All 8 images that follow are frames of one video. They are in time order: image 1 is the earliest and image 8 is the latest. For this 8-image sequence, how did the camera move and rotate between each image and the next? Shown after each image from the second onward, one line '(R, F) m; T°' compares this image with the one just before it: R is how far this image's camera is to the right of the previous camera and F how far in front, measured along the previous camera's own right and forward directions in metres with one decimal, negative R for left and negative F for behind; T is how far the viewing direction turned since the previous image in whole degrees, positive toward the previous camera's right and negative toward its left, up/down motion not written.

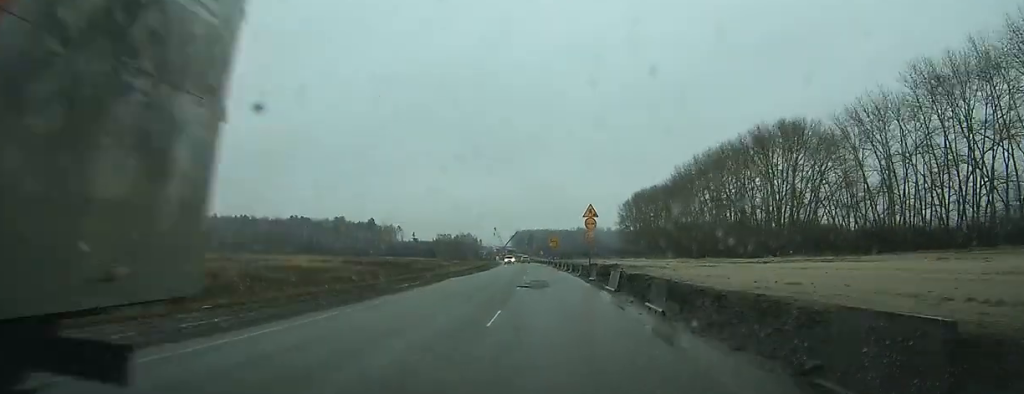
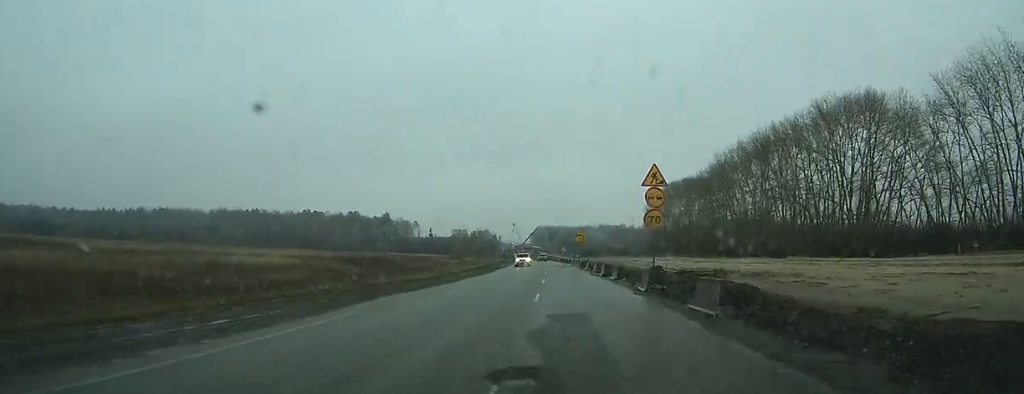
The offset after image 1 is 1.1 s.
(-0.3, +17.9) m; -1°
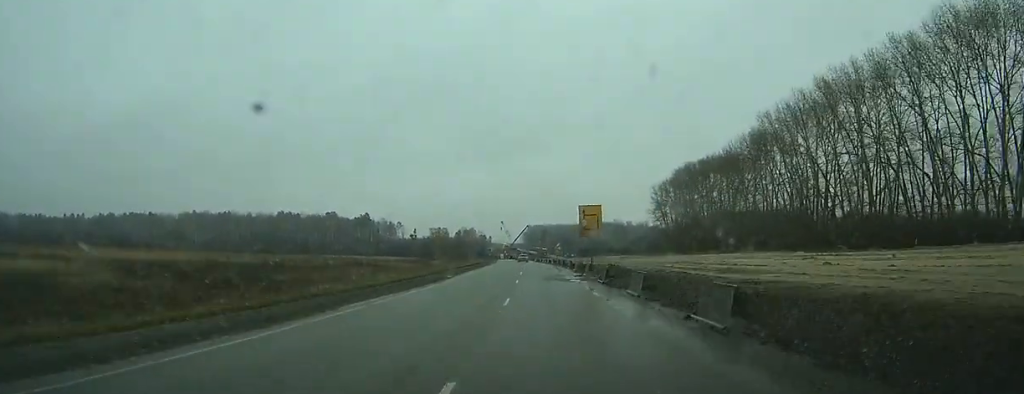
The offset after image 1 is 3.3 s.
(-0.4, +37.4) m; -1°
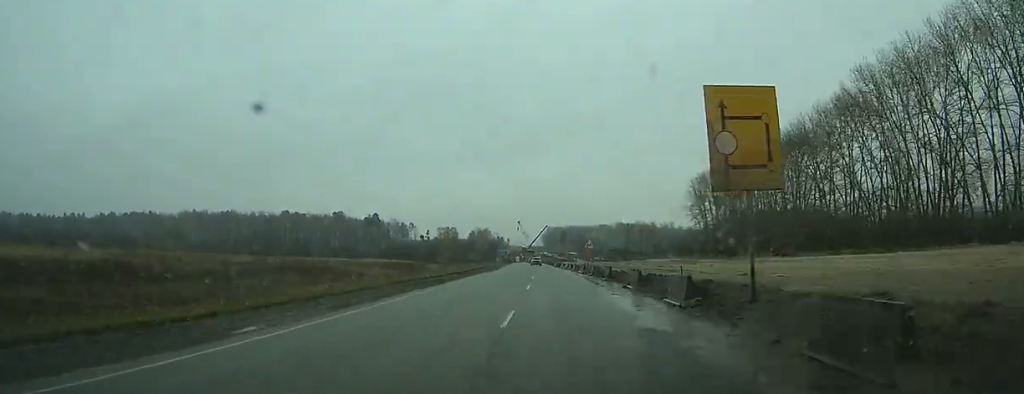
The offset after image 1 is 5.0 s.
(-0.2, +27.6) m; -1°
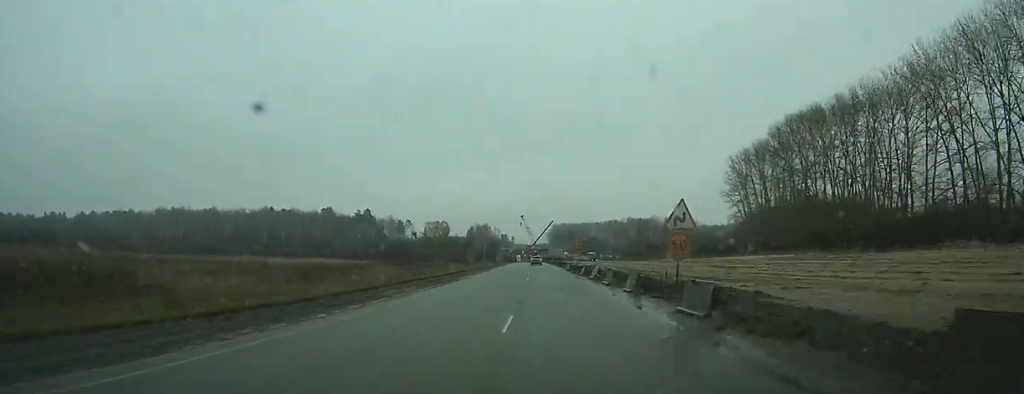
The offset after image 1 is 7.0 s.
(-0.2, +35.4) m; -1°
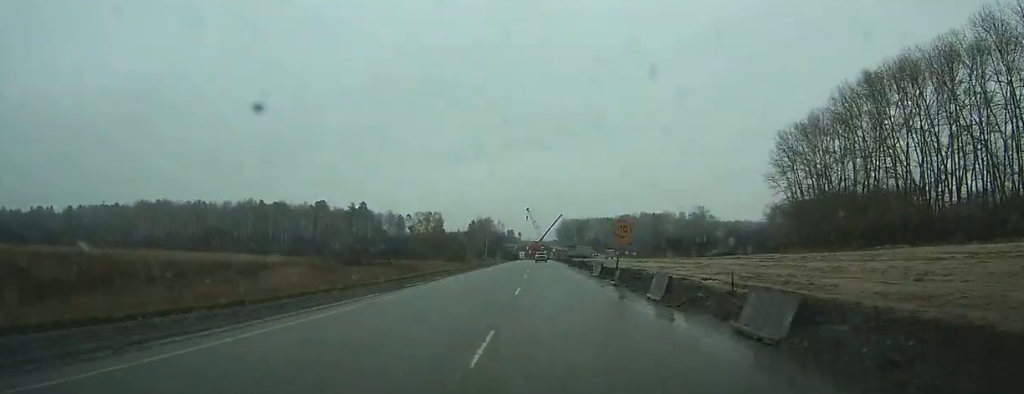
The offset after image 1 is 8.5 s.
(-0.1, +27.5) m; -1°
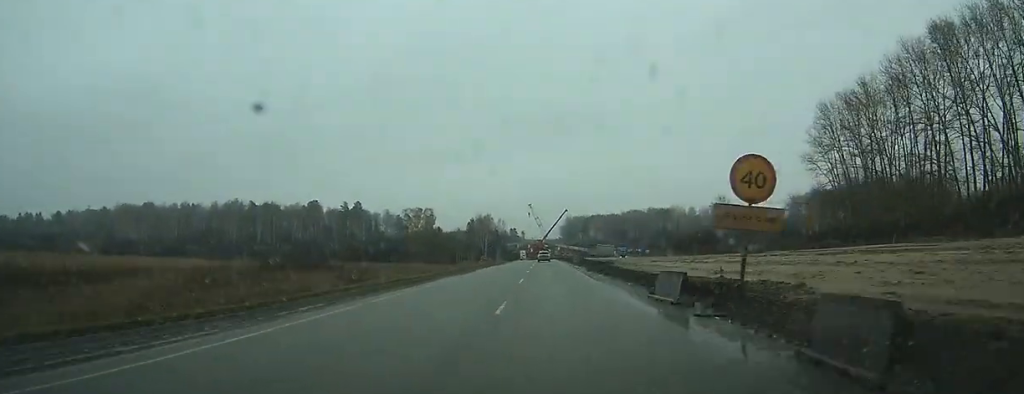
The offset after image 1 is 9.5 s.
(-0.1, +18.9) m; -1°
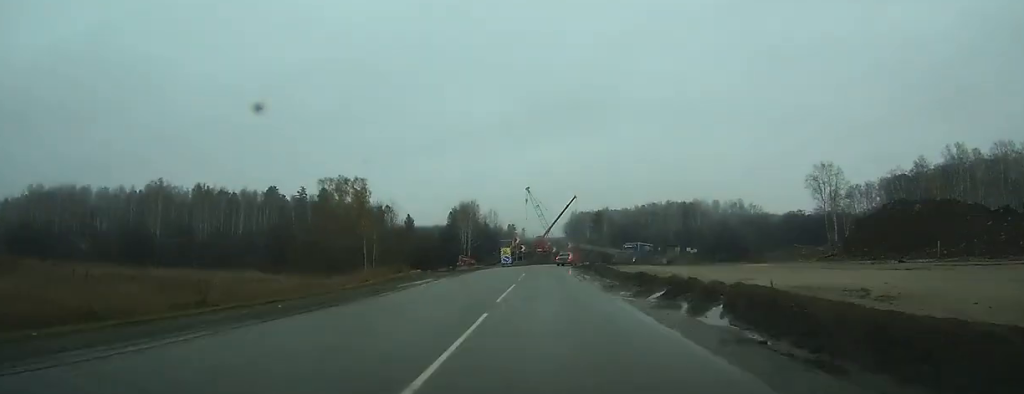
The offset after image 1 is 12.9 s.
(-0.7, +61.0) m; -1°
